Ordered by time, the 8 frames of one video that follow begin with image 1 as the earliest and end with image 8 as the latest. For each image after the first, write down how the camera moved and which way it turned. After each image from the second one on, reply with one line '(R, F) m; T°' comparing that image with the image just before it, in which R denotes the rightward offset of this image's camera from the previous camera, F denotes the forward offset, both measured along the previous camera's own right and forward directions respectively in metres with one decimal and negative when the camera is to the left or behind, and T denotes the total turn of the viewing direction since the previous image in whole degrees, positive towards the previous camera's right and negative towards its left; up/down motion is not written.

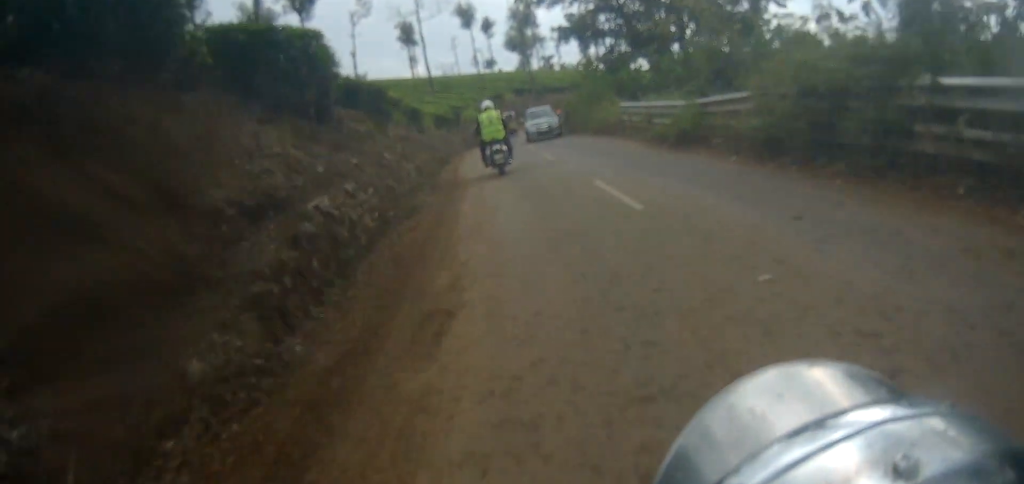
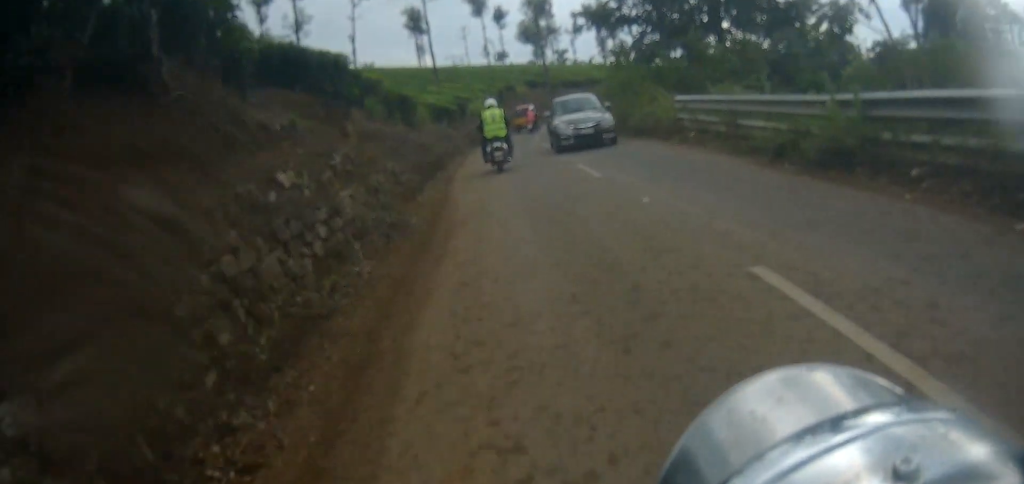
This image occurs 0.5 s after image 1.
(0.0, +5.9) m; -1°
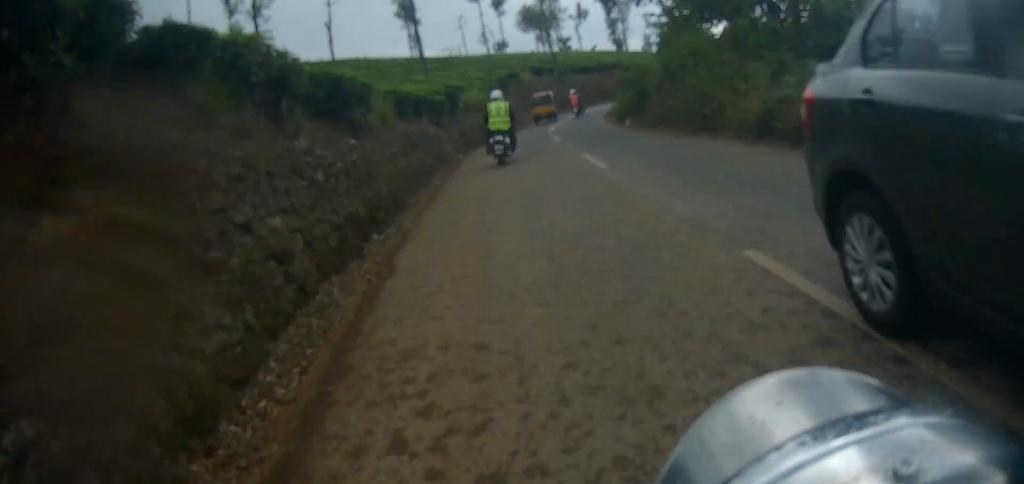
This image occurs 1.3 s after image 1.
(-0.1, +8.8) m; -1°
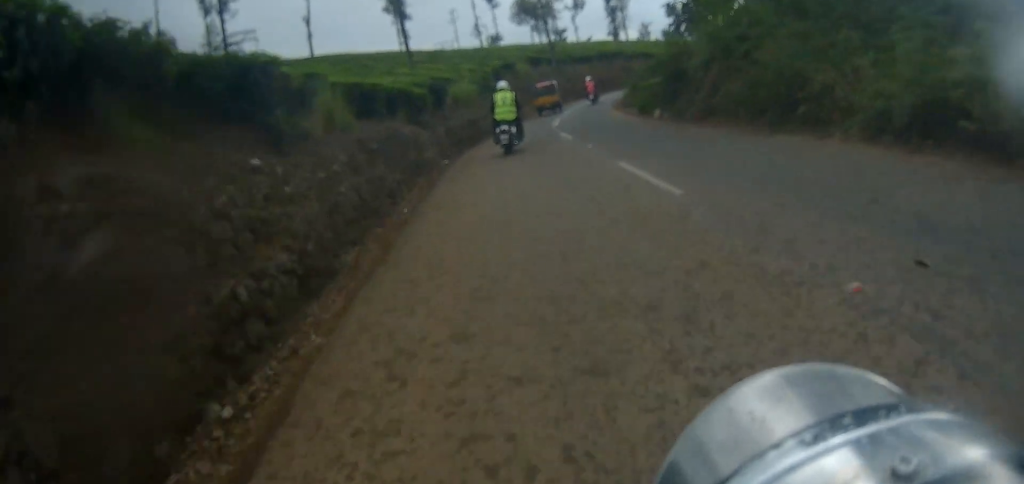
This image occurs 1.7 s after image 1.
(-0.1, +4.4) m; 0°
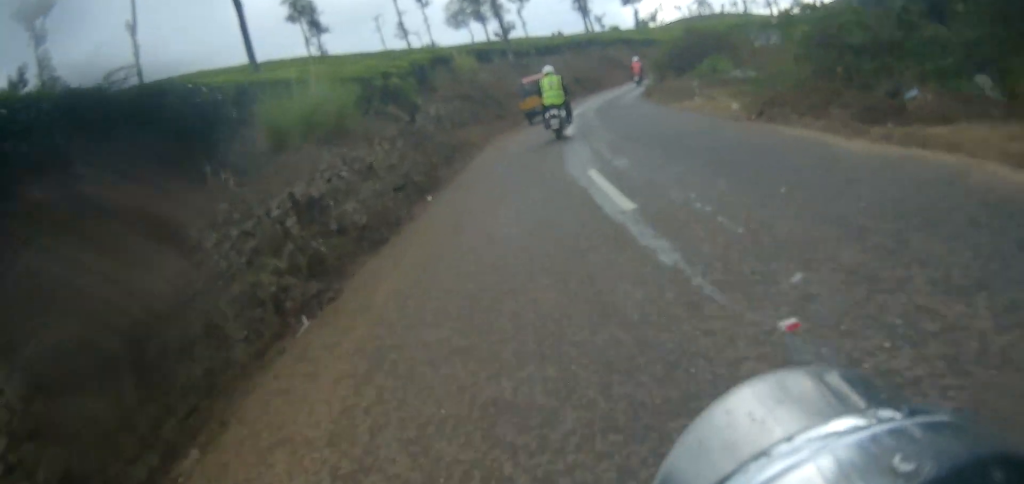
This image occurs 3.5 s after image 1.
(+1.0, +18.7) m; +9°
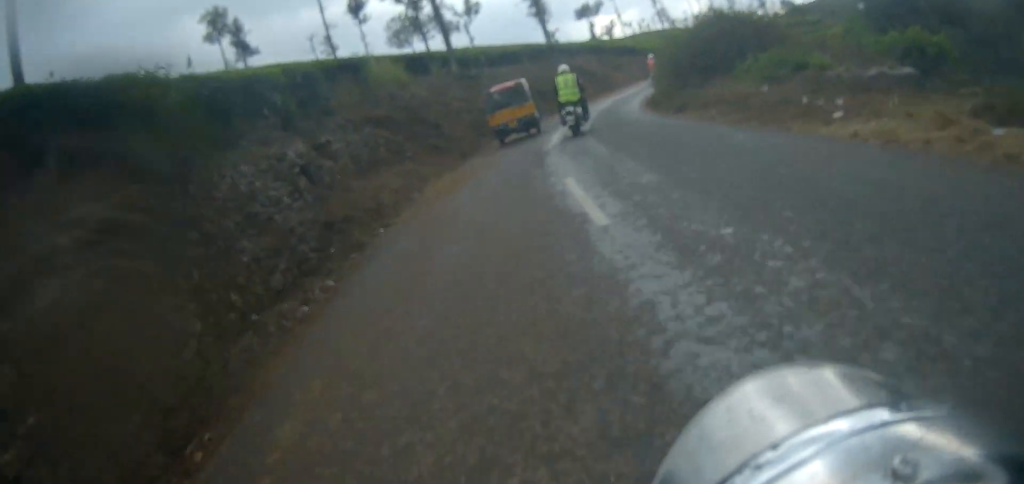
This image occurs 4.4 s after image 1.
(+0.5, +9.9) m; +3°
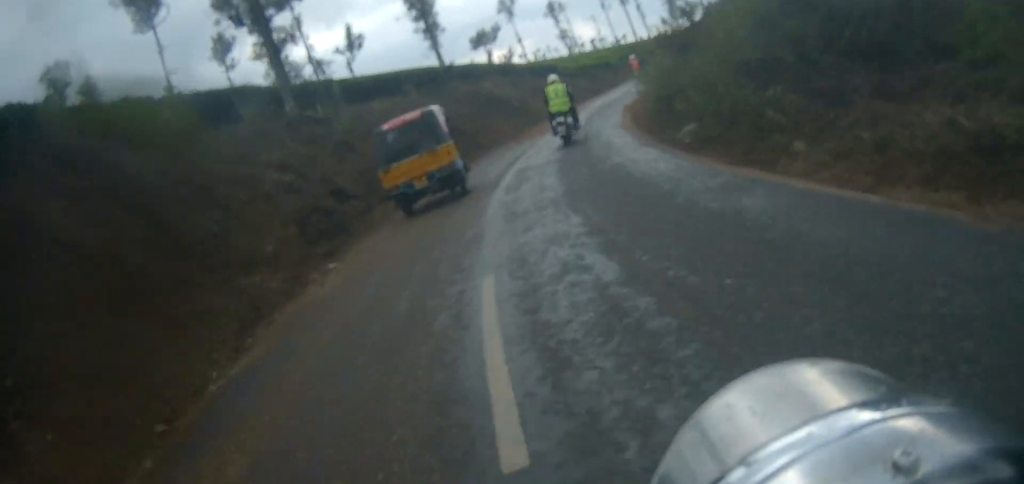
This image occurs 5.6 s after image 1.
(0.0, +13.0) m; 0°
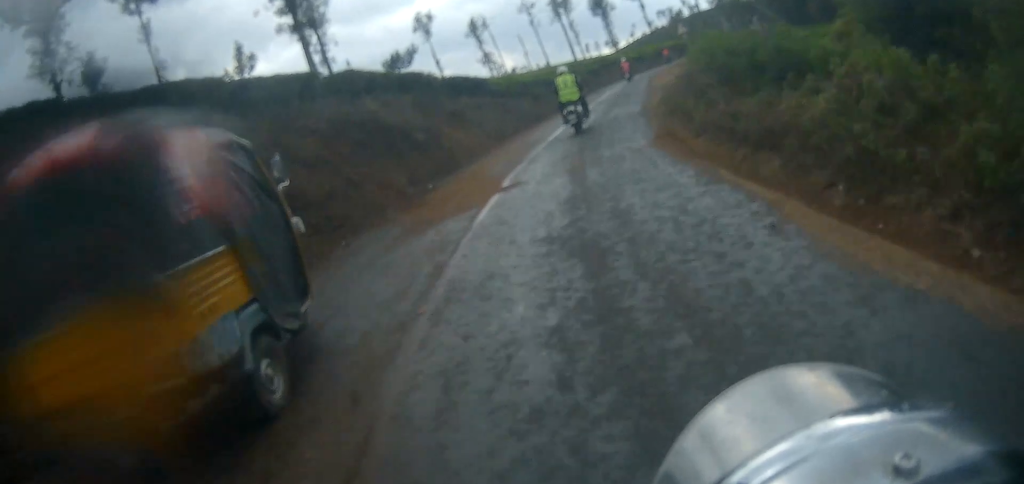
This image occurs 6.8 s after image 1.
(0.0, +13.7) m; +6°
